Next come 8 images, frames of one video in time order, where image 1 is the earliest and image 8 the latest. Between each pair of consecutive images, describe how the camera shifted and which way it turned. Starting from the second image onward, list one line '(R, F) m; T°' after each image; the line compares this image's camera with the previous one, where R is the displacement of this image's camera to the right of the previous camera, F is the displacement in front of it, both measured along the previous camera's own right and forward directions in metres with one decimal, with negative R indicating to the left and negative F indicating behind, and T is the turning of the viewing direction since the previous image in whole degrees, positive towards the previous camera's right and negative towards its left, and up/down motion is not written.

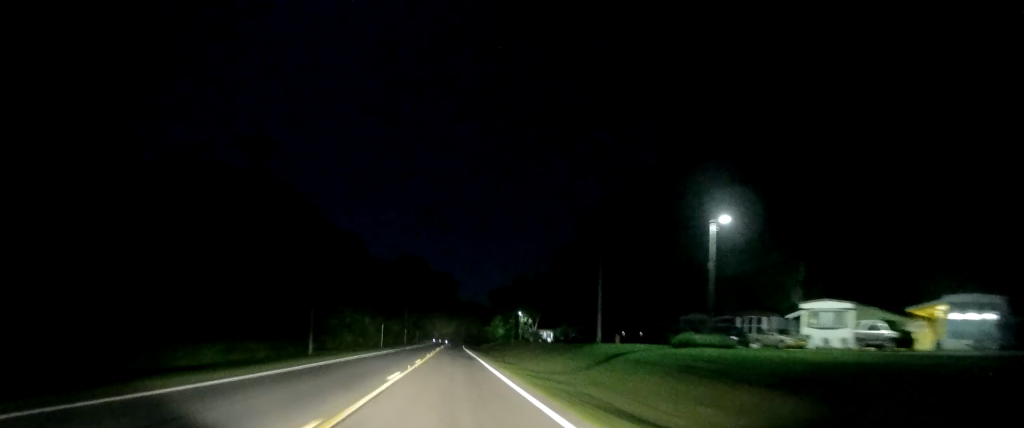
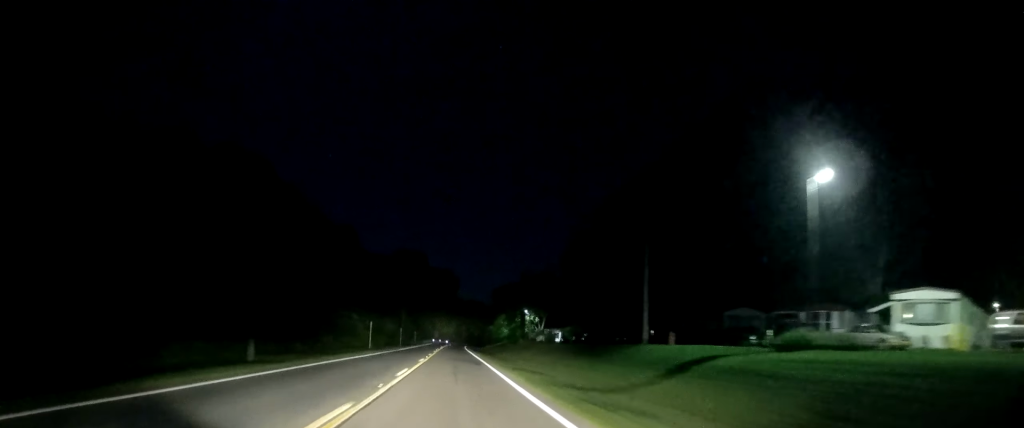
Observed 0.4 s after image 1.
(+0.1, +8.9) m; 0°
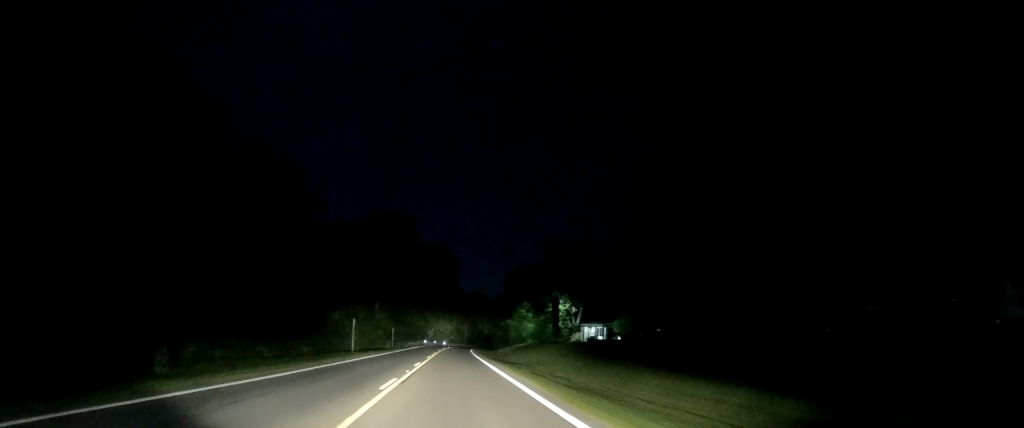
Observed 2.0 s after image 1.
(-0.6, +38.0) m; -1°
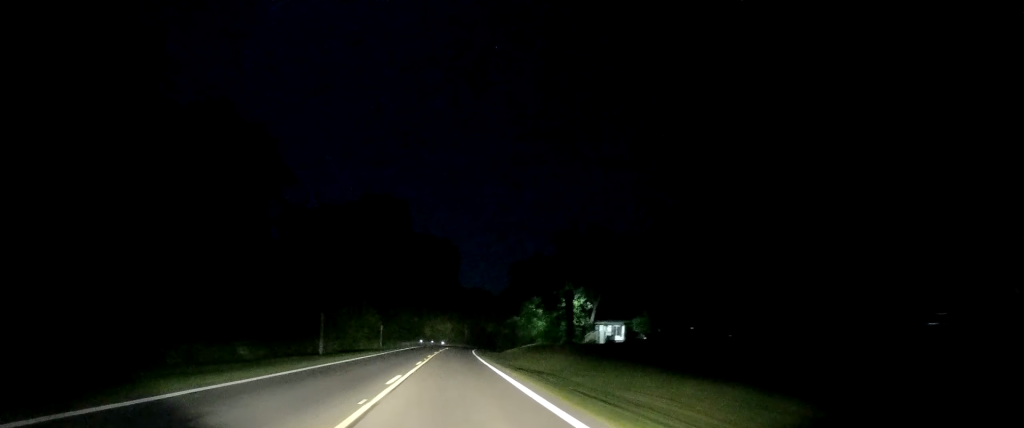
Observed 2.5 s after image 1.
(-0.2, +10.4) m; 0°
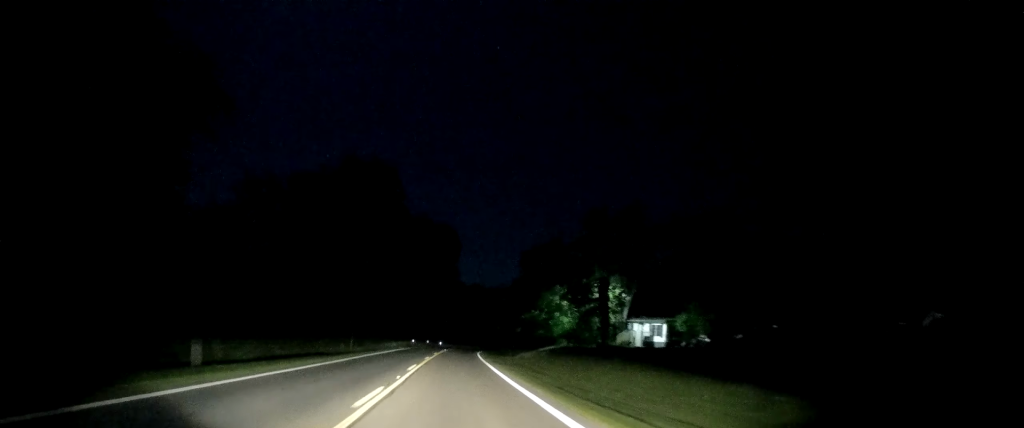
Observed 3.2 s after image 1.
(+0.3, +17.0) m; +1°
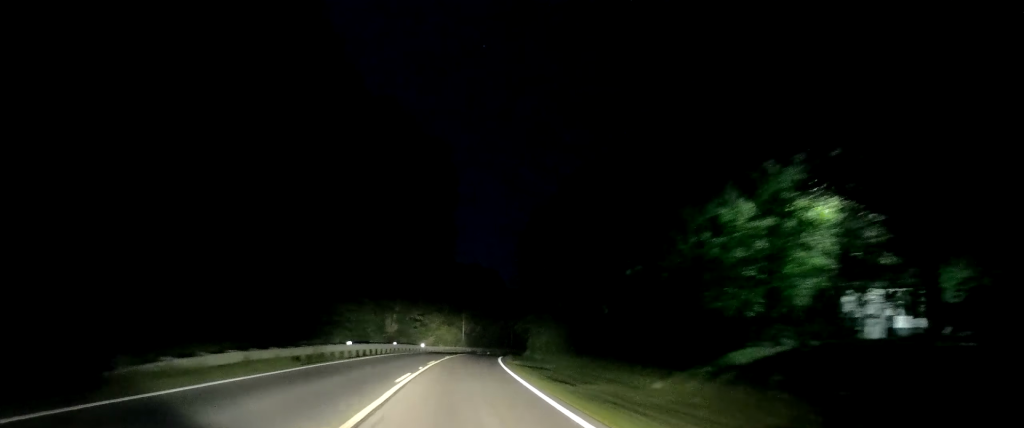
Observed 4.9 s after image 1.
(+0.1, +43.0) m; +2°
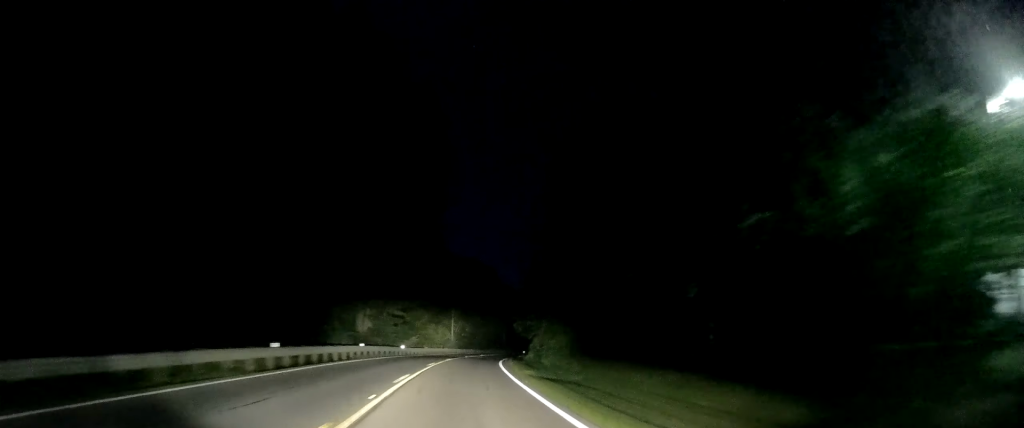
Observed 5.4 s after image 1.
(-0.1, +12.1) m; +2°
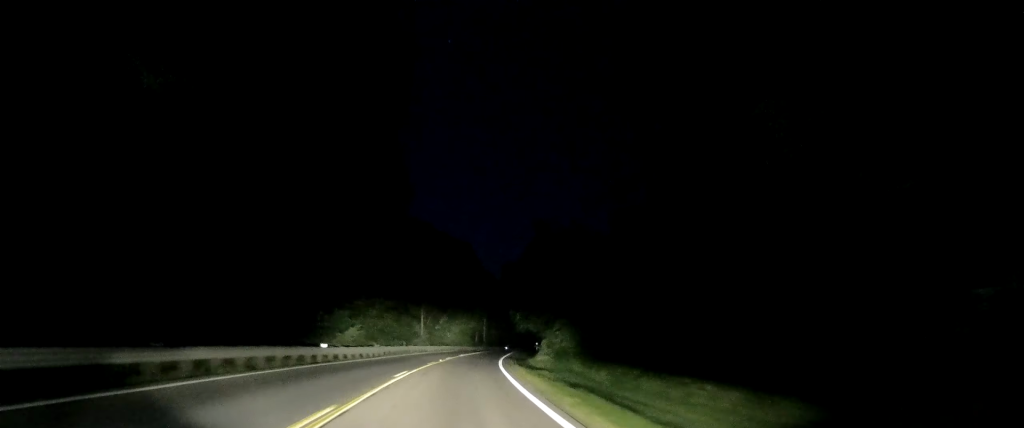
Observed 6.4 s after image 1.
(+0.9, +24.0) m; +1°
